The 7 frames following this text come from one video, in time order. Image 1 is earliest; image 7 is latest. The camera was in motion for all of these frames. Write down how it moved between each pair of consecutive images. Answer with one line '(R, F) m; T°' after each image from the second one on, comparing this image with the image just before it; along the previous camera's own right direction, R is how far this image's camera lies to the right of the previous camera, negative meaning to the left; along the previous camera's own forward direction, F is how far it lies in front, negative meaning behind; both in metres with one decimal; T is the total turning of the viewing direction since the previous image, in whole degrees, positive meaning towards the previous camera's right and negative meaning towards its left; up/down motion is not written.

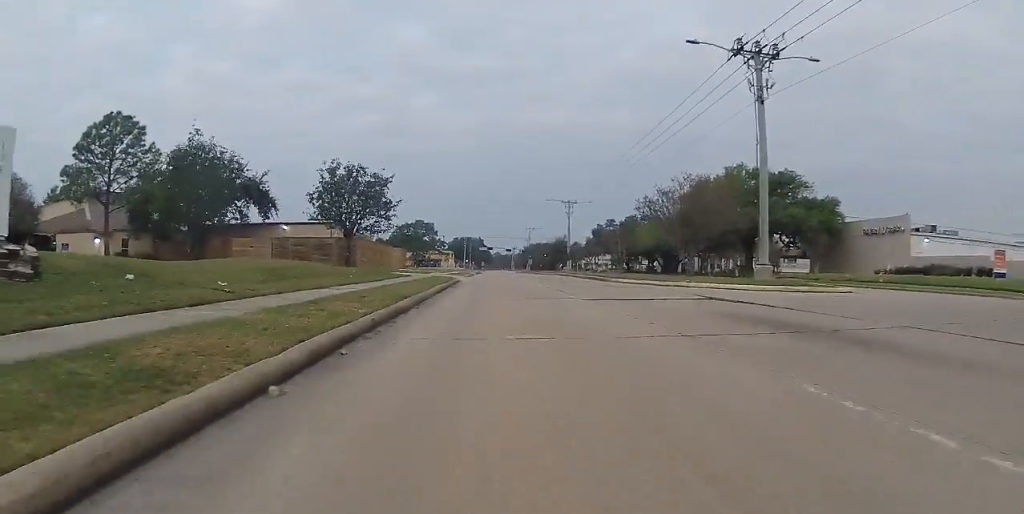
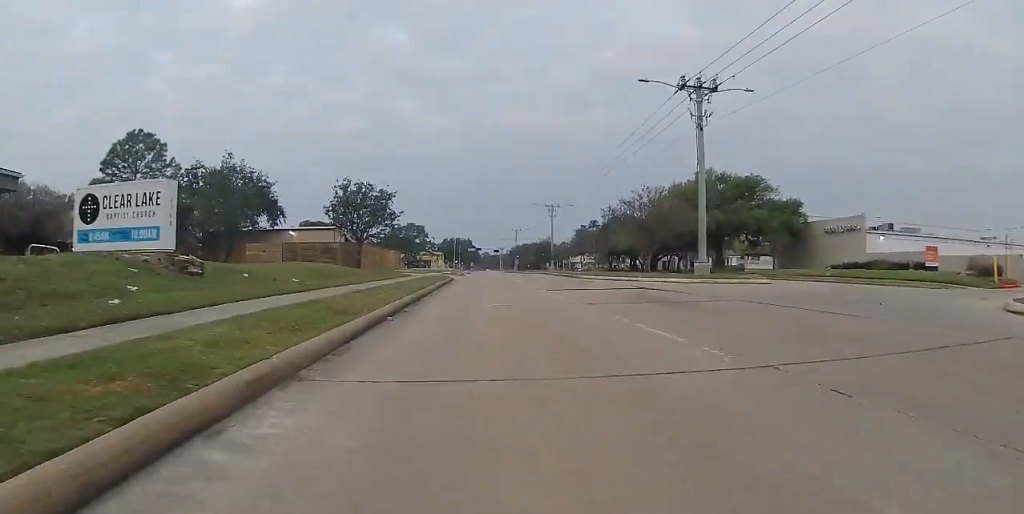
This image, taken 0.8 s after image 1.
(0.0, +5.4) m; -1°
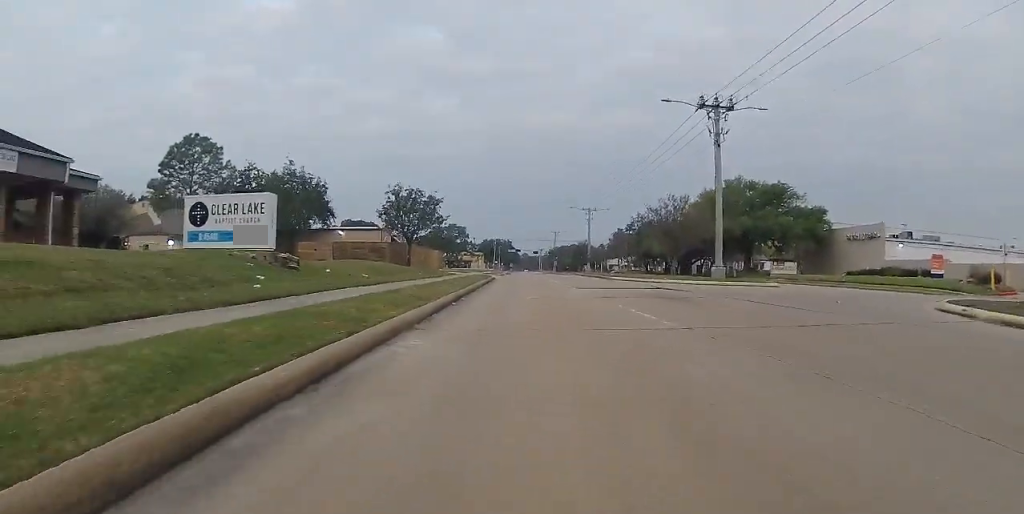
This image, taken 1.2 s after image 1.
(+0.2, +3.3) m; -1°
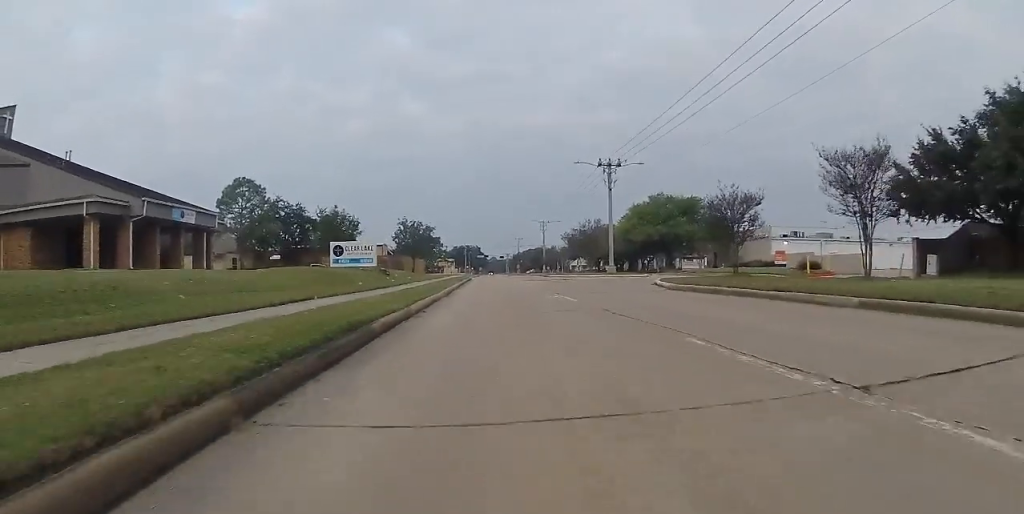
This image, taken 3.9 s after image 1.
(+0.7, +19.9) m; +3°
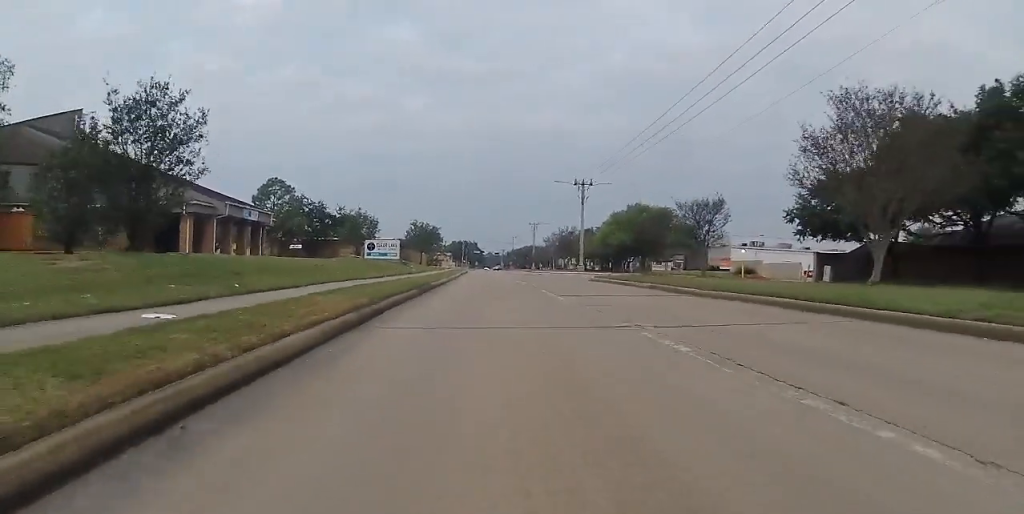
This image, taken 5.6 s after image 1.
(-0.3, +13.8) m; -1°
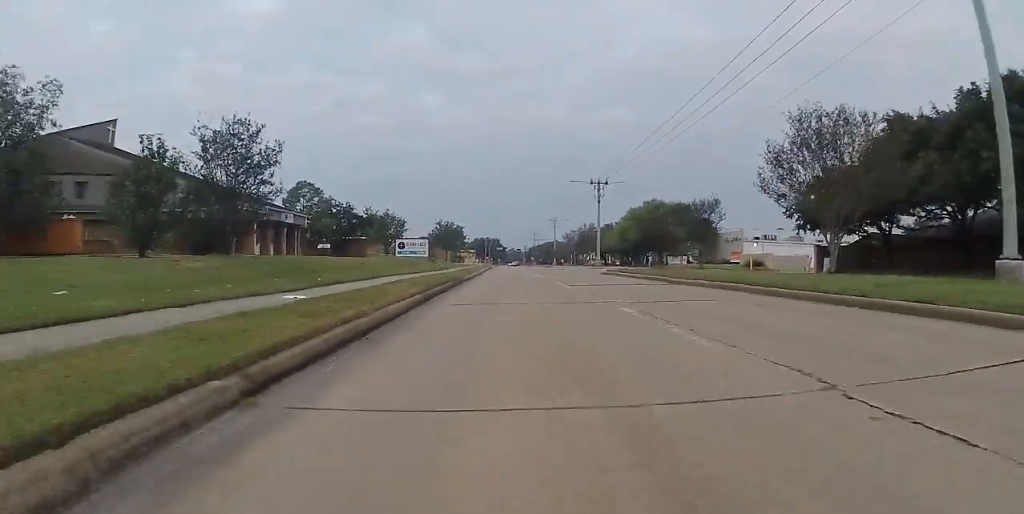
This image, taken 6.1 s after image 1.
(+0.1, +4.4) m; 0°
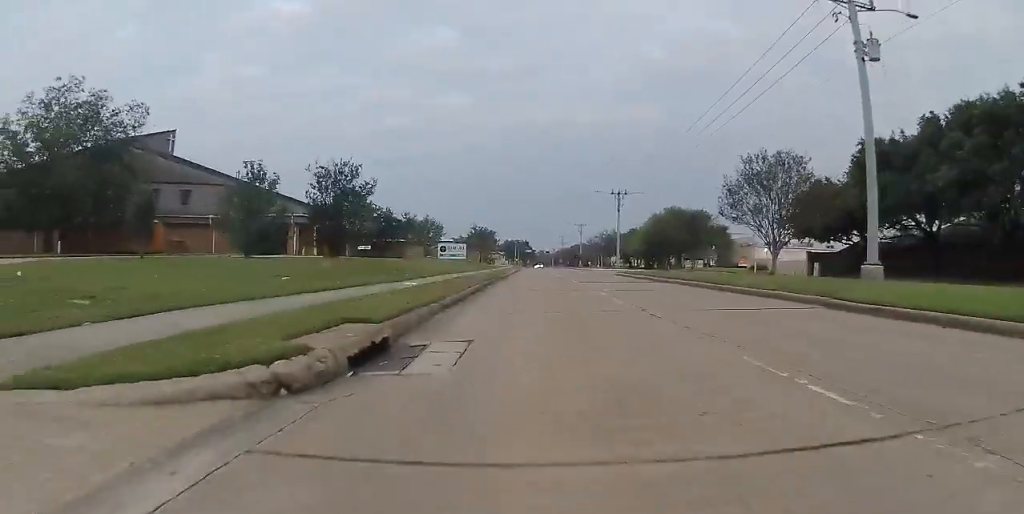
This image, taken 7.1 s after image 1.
(-0.2, +8.1) m; -1°
